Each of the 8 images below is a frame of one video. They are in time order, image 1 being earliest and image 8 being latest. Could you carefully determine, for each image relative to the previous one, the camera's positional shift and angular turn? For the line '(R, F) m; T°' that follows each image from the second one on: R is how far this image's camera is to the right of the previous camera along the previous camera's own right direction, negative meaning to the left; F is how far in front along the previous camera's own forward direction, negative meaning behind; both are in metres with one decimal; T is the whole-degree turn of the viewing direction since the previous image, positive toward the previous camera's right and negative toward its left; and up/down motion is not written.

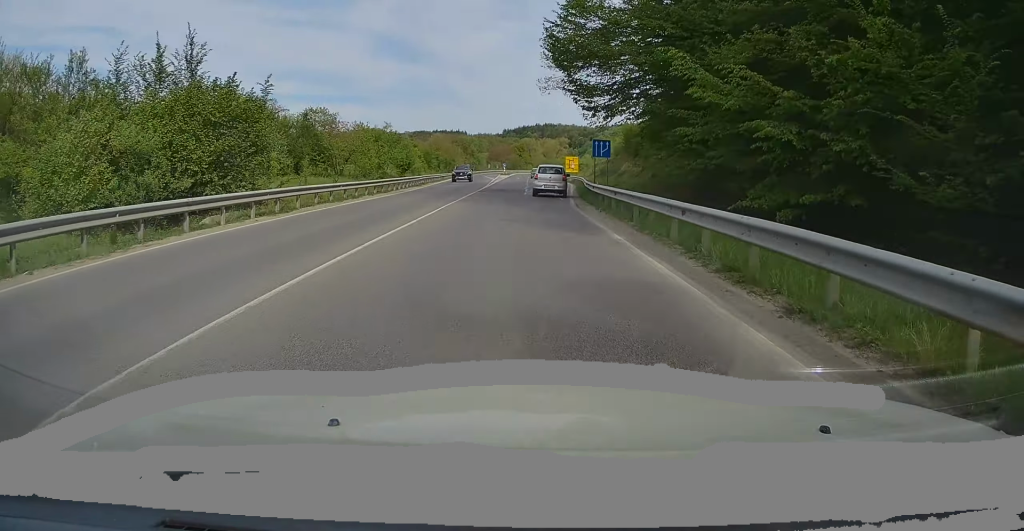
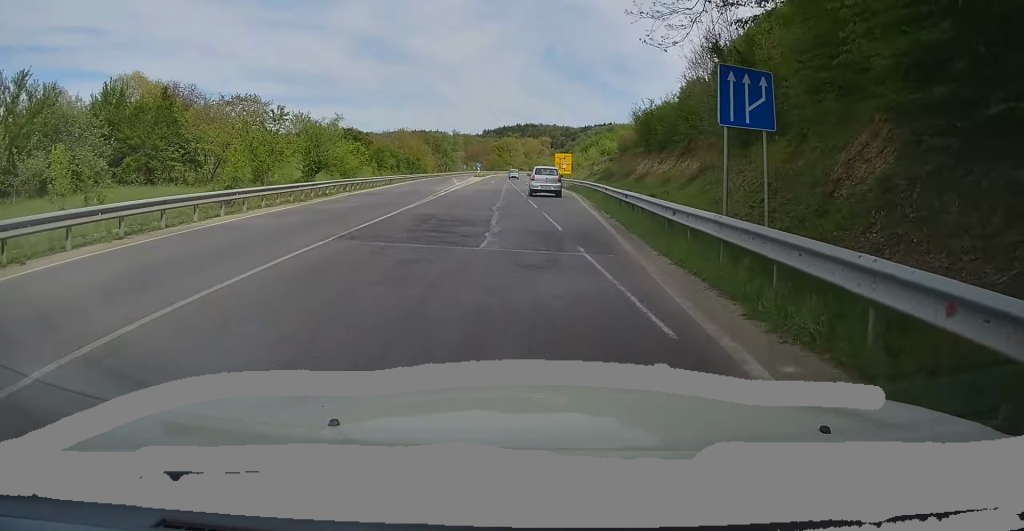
(+0.6, +23.1) m; +2°
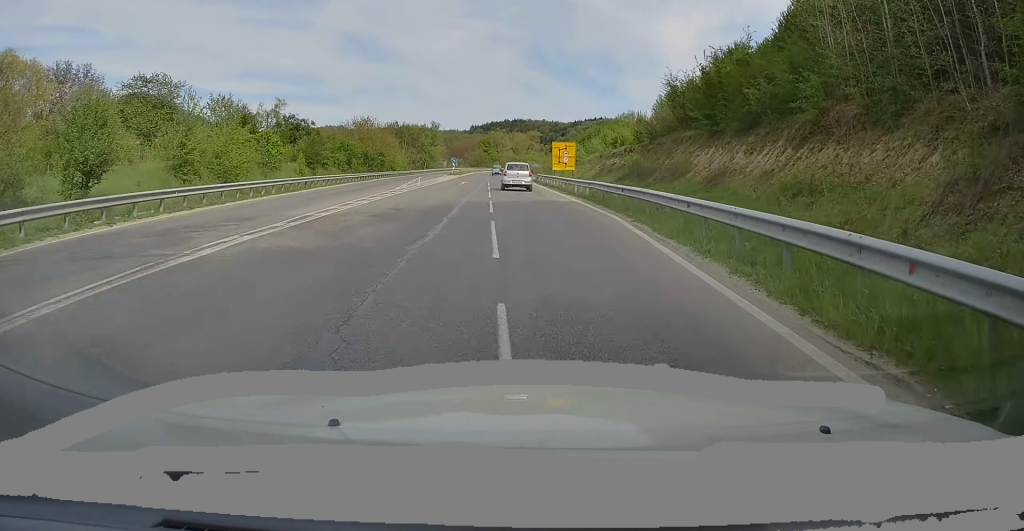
(+0.1, +22.3) m; 0°
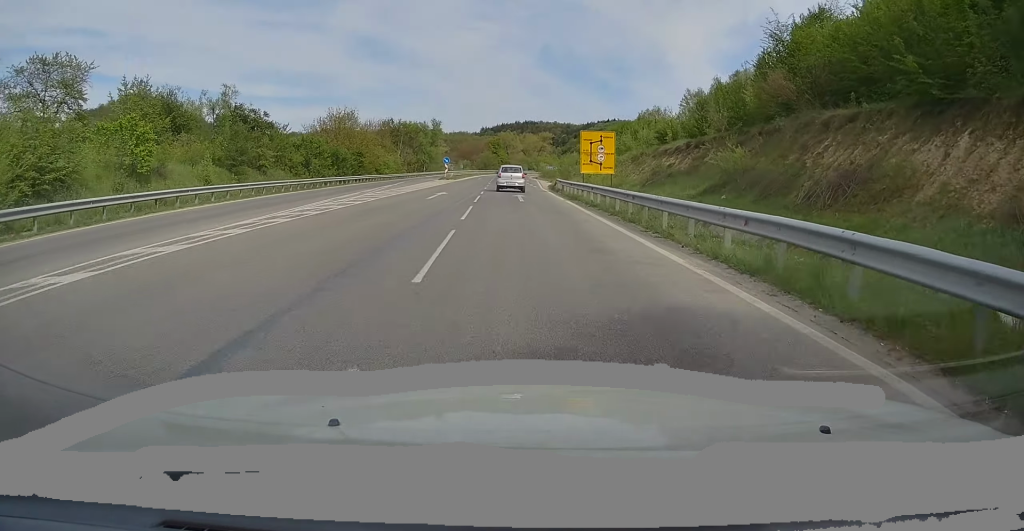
(0.0, +19.5) m; 0°
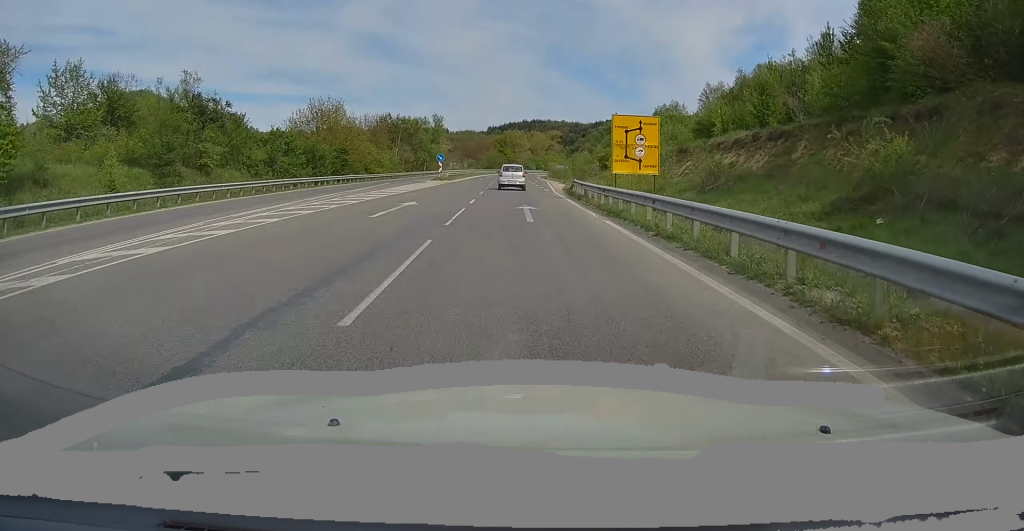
(0.0, +10.8) m; -1°
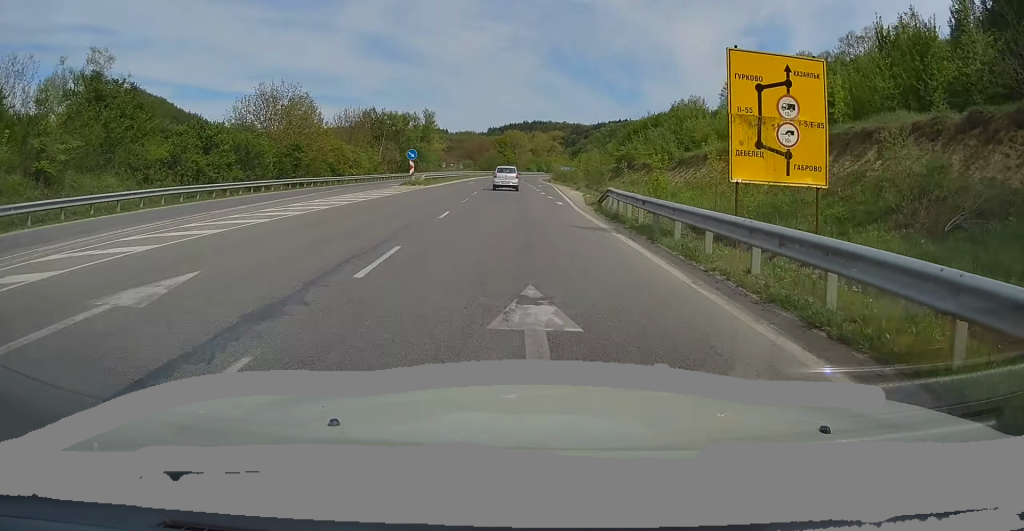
(-0.2, +15.6) m; -1°
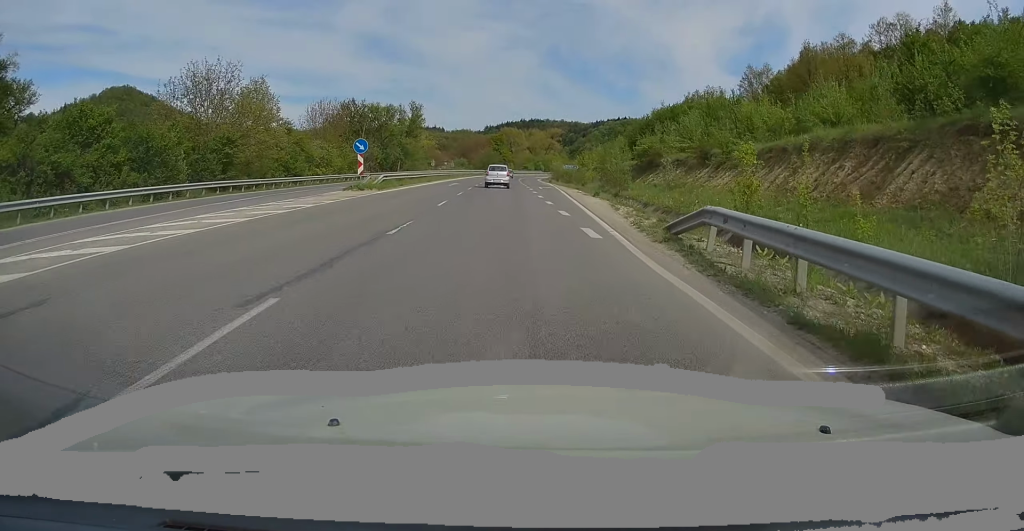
(-0.1, +13.3) m; 0°
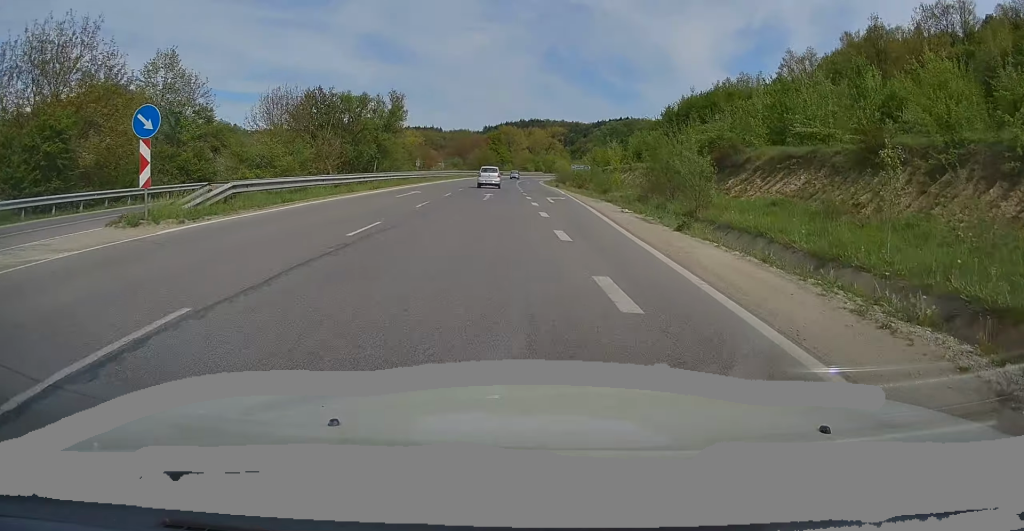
(+0.1, +18.4) m; -1°
